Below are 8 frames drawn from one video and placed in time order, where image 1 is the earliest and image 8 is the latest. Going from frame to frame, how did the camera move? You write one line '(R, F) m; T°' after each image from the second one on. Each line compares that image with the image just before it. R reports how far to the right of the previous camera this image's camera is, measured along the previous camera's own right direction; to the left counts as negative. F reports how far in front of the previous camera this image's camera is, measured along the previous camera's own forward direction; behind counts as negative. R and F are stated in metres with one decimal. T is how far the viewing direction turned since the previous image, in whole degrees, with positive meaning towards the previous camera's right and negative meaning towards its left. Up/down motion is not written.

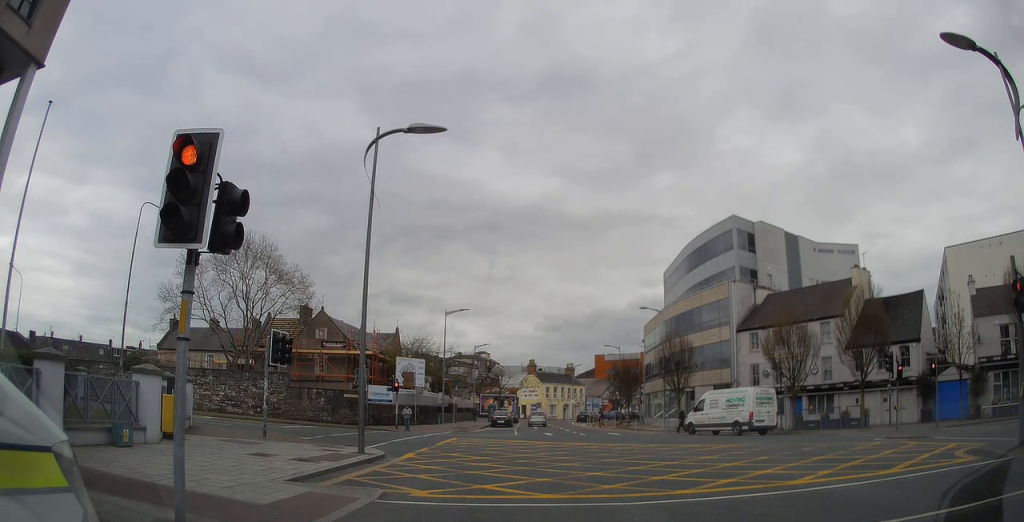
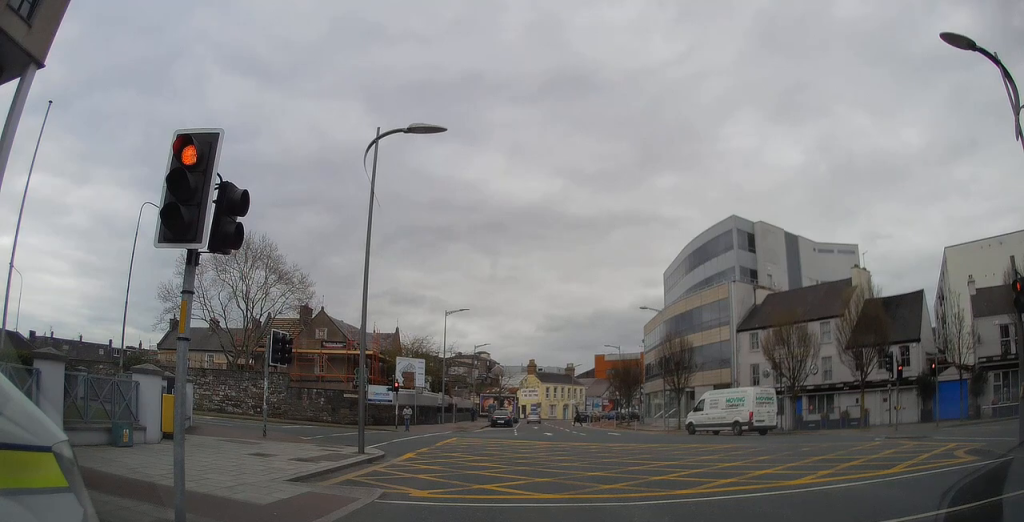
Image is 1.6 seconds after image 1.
(+0.3, -0.2) m; 0°
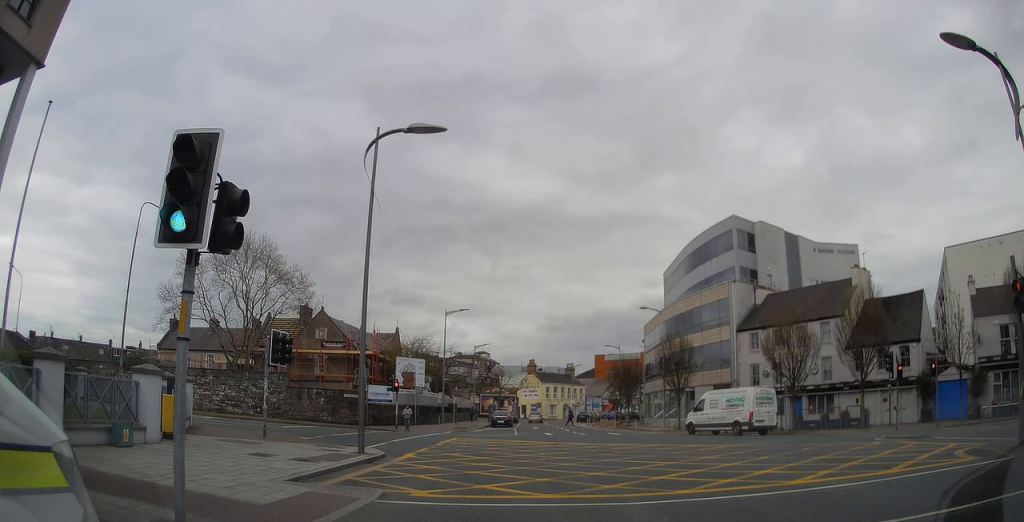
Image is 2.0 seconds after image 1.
(+0.1, -0.1) m; 0°
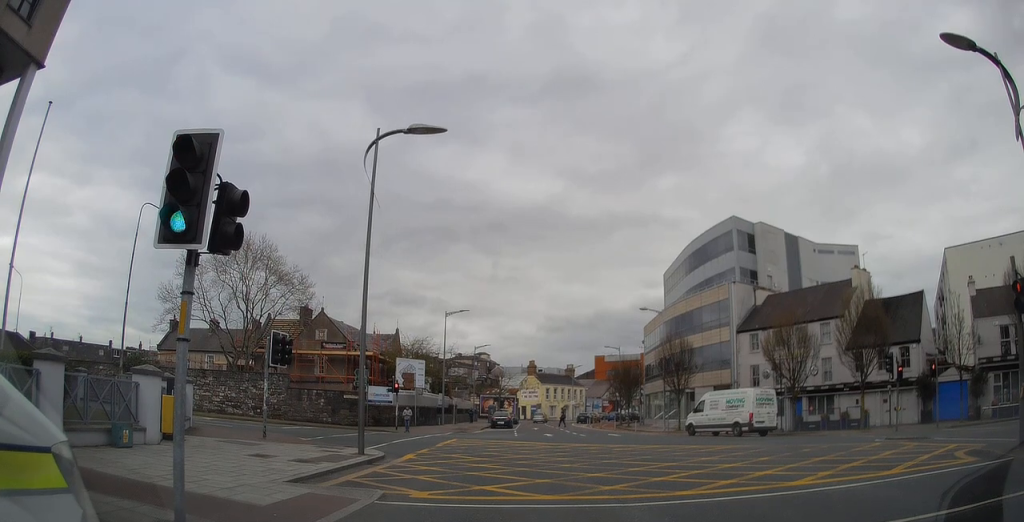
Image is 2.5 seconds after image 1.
(+0.1, -0.1) m; 0°
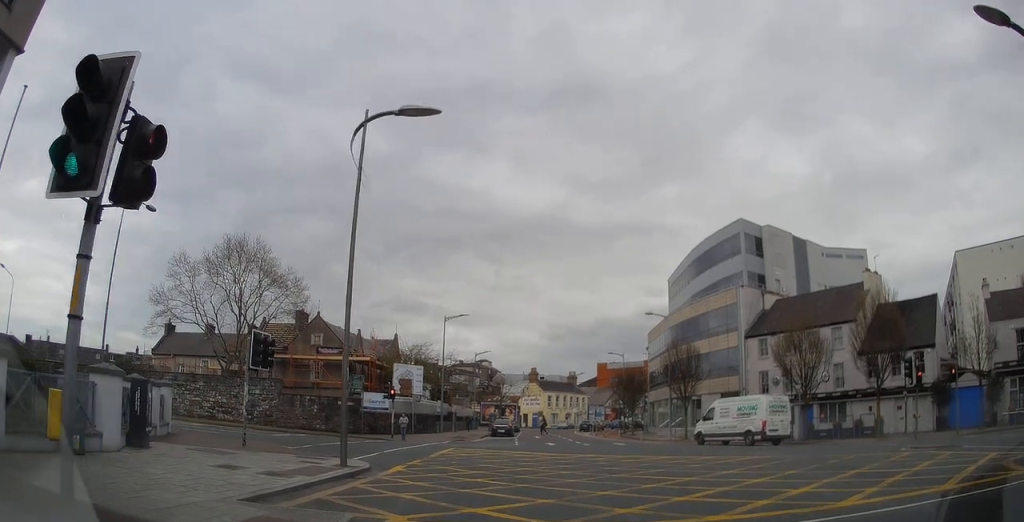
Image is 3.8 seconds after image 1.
(+0.4, +0.2) m; 0°
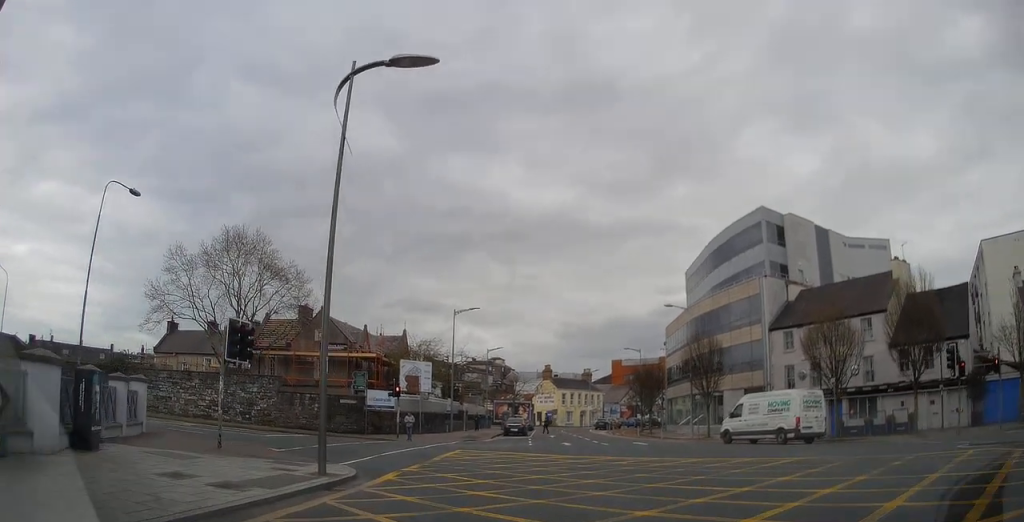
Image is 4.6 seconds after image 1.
(+0.3, +0.5) m; 0°
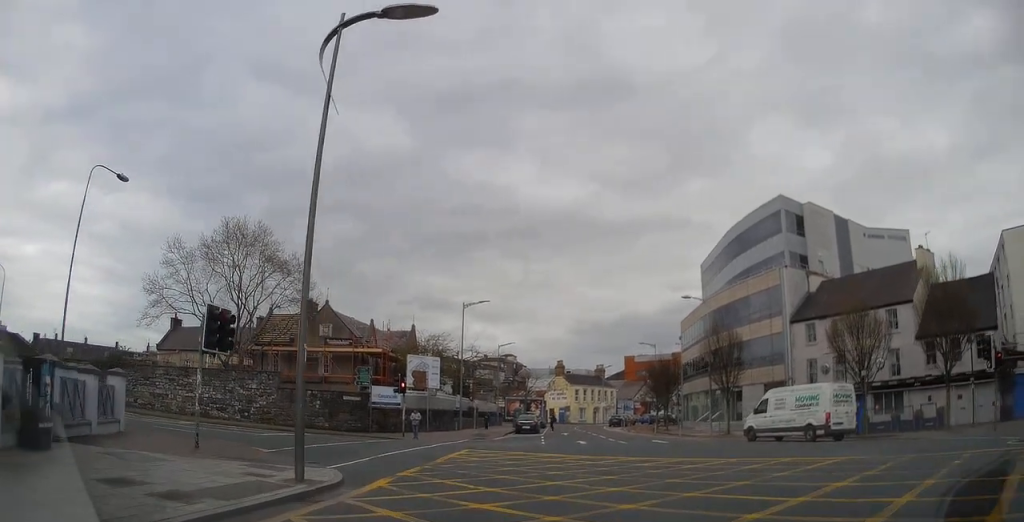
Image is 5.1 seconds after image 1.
(+0.2, +0.3) m; 0°
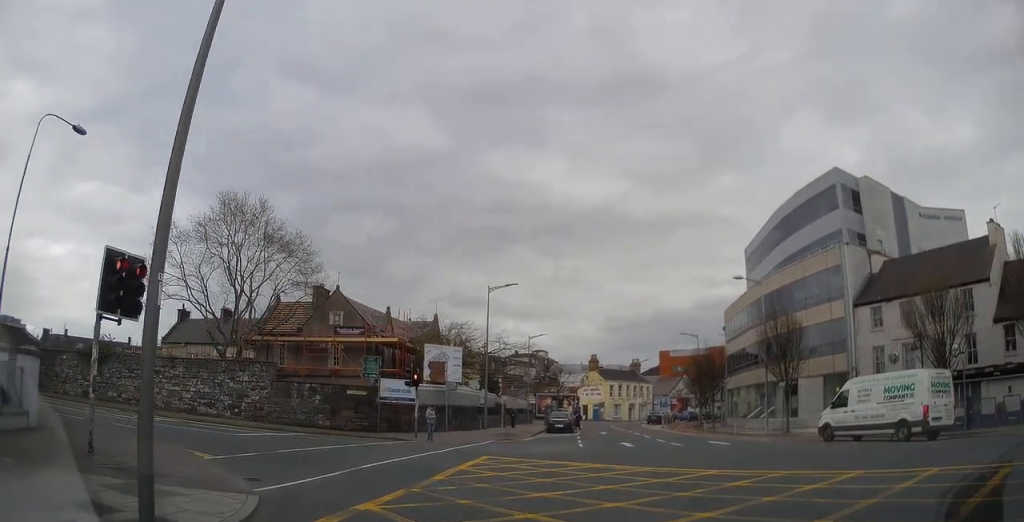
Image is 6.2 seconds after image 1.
(+0.1, +1.6) m; 0°
